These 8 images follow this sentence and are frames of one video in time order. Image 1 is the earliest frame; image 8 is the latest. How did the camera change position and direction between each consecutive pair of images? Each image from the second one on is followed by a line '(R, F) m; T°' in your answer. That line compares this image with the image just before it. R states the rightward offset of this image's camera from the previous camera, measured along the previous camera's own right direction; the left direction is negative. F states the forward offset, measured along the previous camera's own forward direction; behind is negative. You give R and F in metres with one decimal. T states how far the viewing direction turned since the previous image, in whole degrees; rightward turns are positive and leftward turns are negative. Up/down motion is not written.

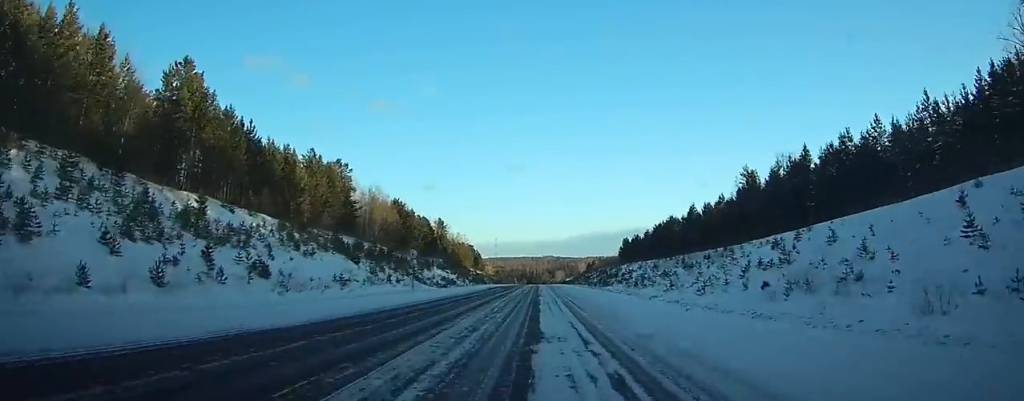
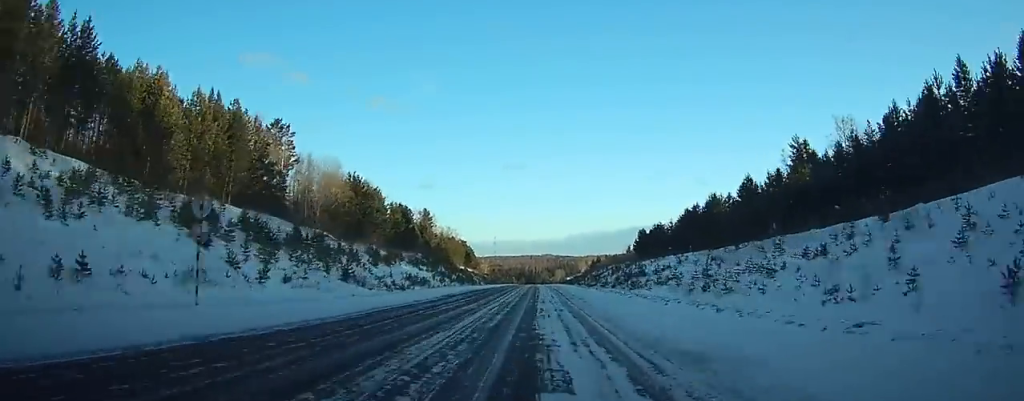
(0.0, +29.8) m; 0°
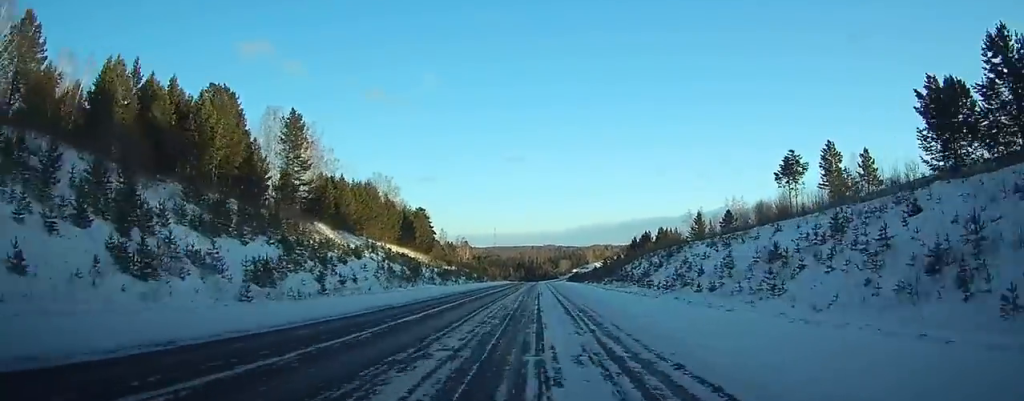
(+0.6, +122.4) m; 0°
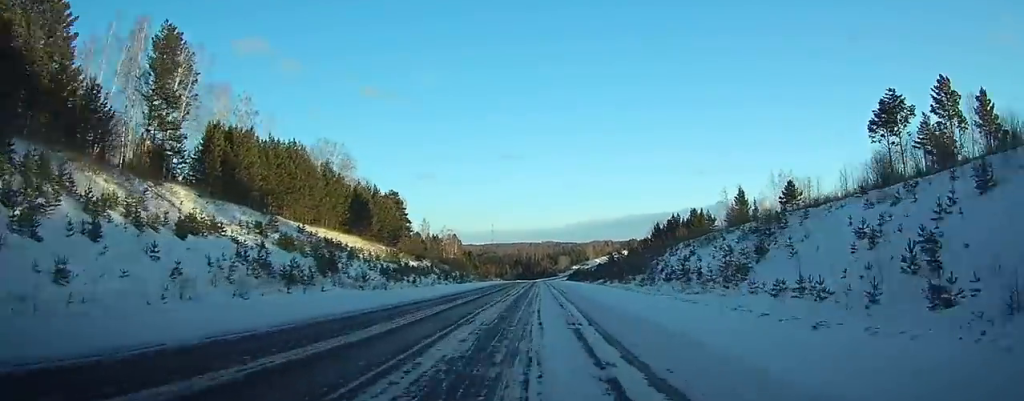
(-0.2, +36.7) m; 0°
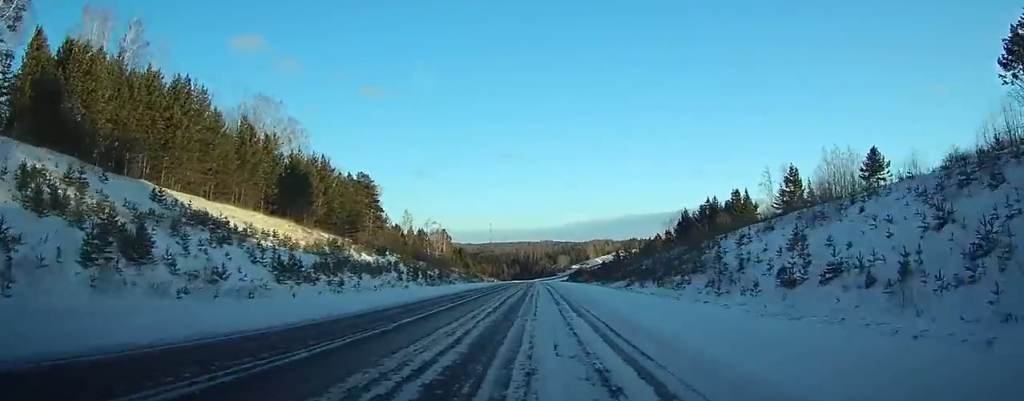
(+0.2, +28.1) m; 0°
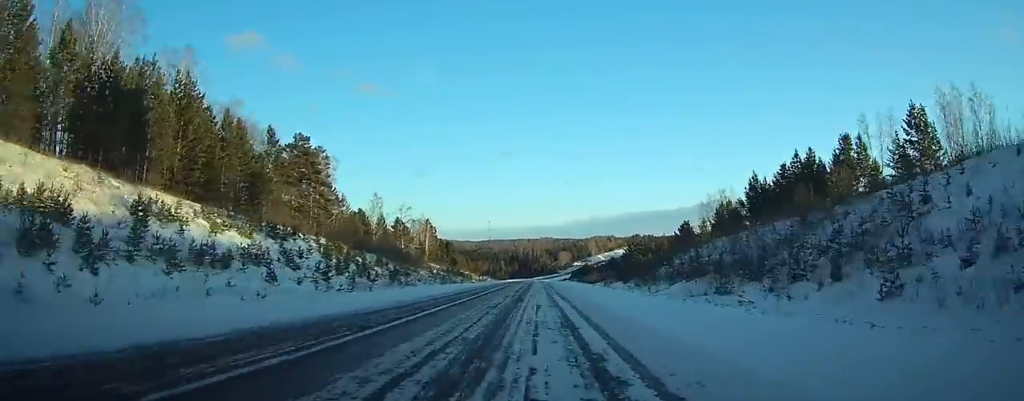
(+0.1, +36.6) m; 0°
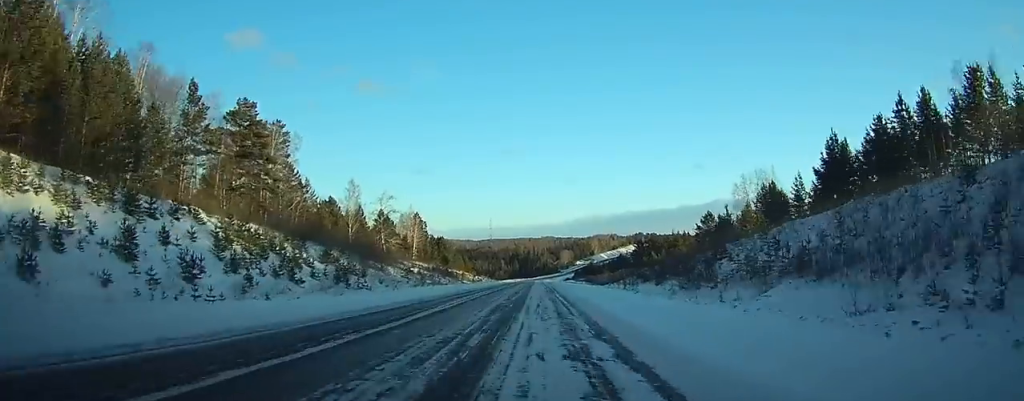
(0.0, +21.1) m; 0°
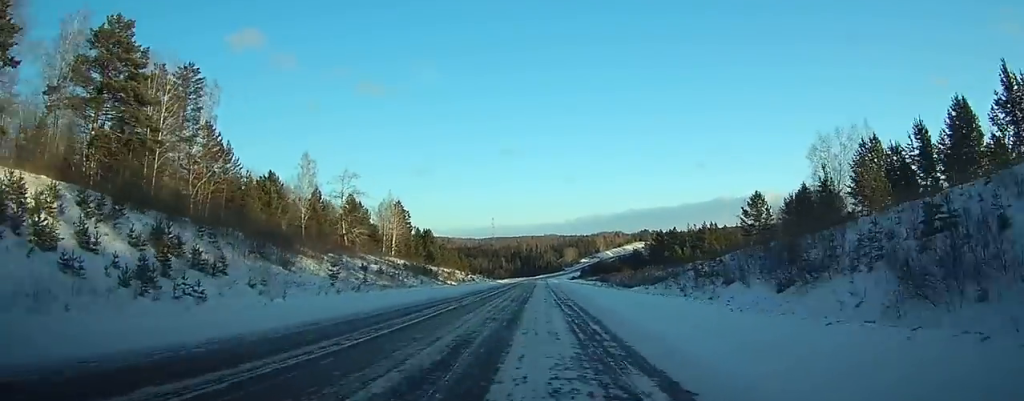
(-0.1, +29.5) m; 0°
